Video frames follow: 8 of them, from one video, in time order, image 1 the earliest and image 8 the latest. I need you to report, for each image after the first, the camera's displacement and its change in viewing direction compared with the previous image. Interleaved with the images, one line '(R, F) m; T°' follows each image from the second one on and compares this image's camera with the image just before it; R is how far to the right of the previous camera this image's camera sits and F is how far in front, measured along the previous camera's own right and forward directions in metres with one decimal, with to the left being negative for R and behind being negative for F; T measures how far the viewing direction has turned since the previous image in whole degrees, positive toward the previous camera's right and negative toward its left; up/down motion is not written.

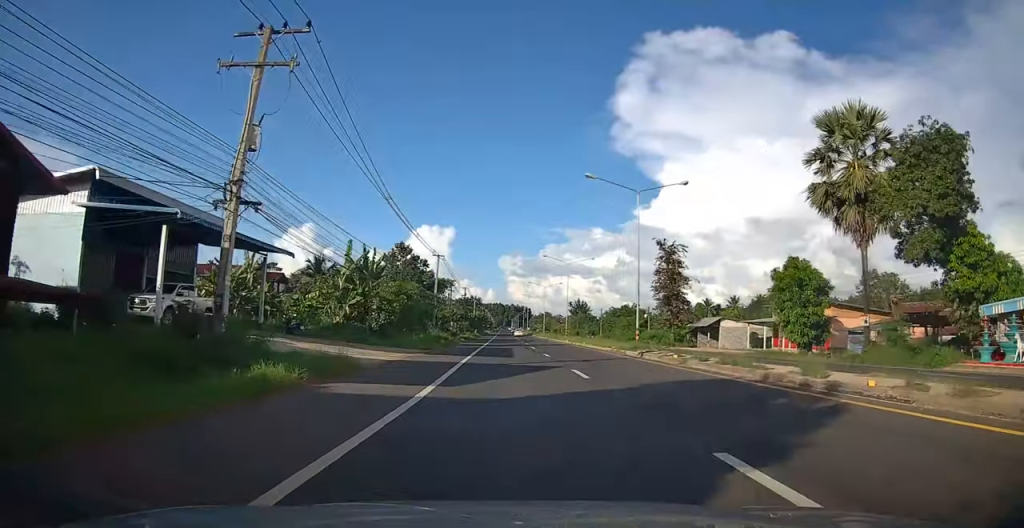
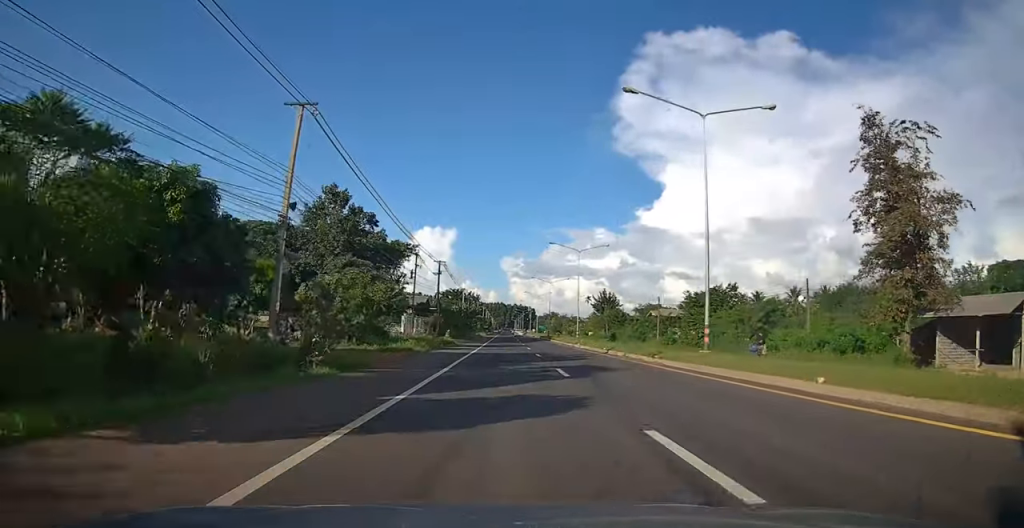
(-0.4, +47.0) m; +1°
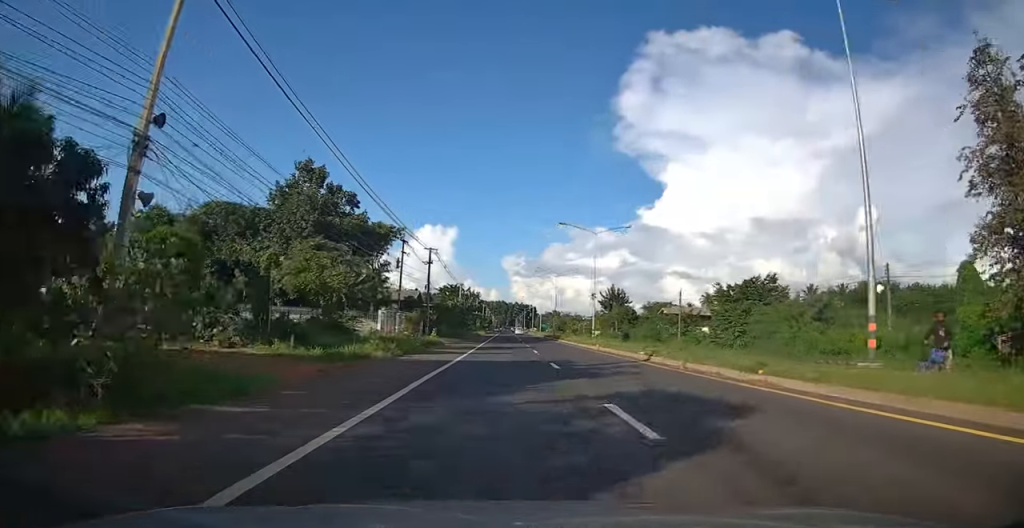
(+0.1, +9.5) m; +1°
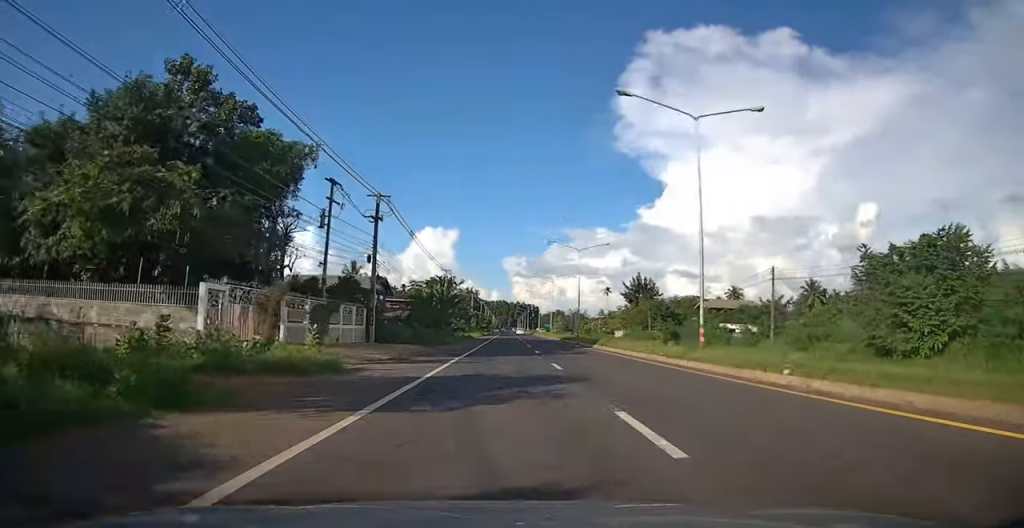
(-0.1, +25.1) m; -2°
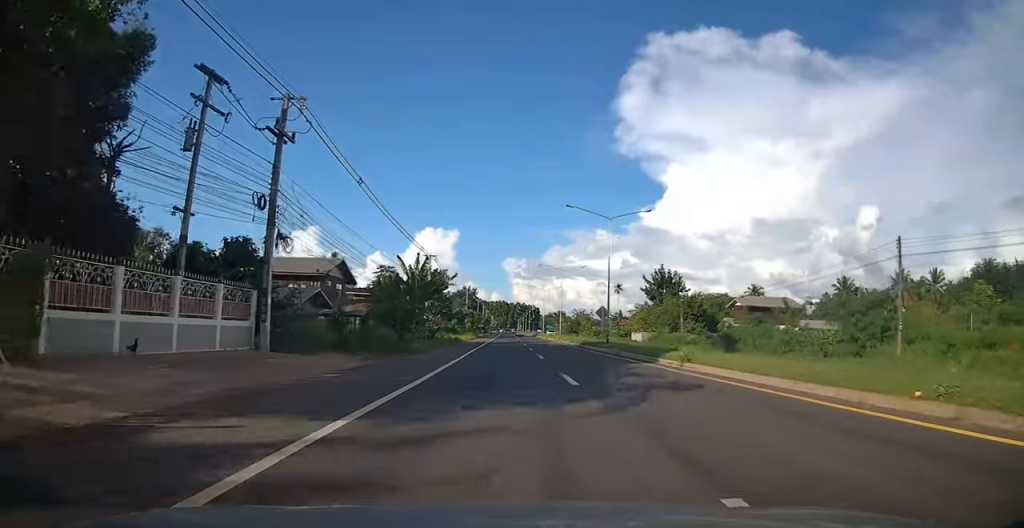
(-0.6, +16.4) m; 0°
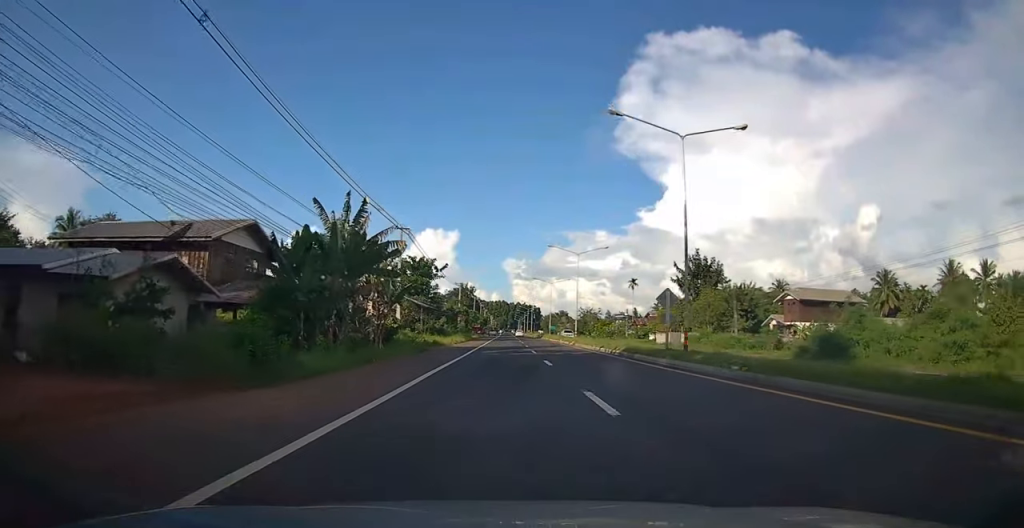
(+0.3, +17.1) m; 0°
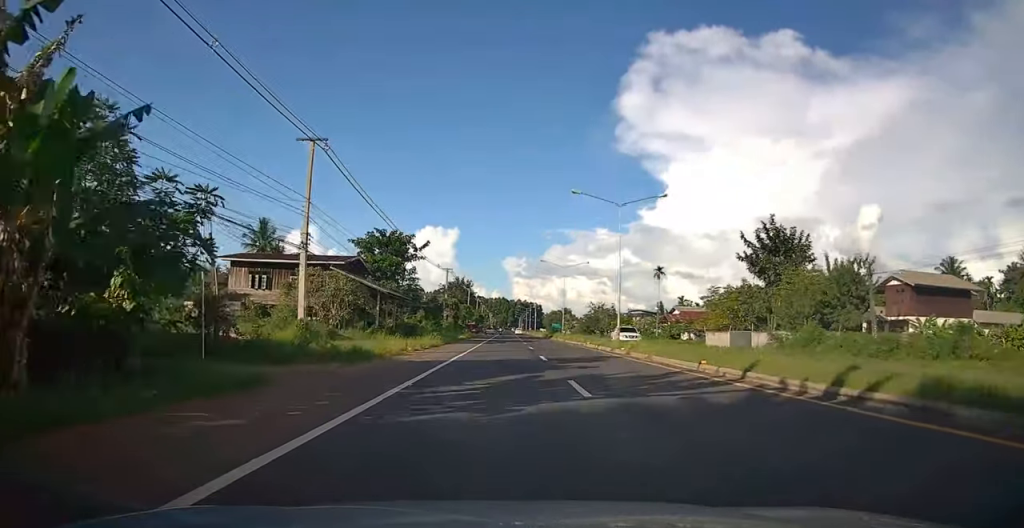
(0.0, +21.8) m; -1°
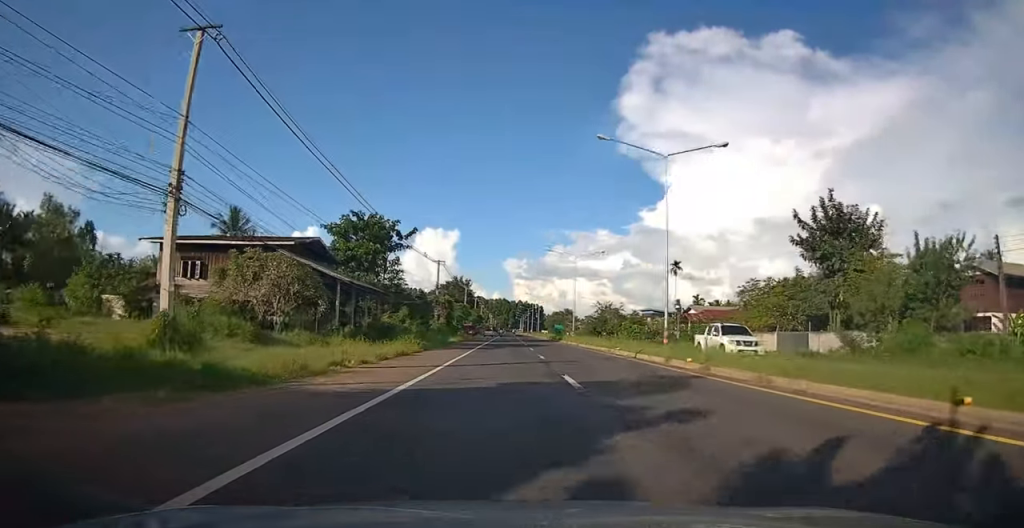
(-0.2, +10.4) m; -1°
